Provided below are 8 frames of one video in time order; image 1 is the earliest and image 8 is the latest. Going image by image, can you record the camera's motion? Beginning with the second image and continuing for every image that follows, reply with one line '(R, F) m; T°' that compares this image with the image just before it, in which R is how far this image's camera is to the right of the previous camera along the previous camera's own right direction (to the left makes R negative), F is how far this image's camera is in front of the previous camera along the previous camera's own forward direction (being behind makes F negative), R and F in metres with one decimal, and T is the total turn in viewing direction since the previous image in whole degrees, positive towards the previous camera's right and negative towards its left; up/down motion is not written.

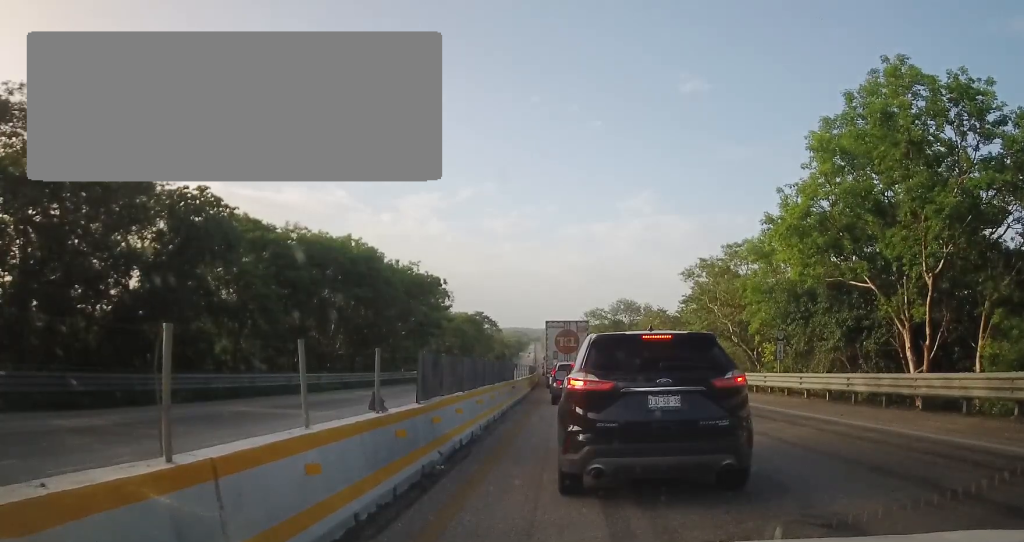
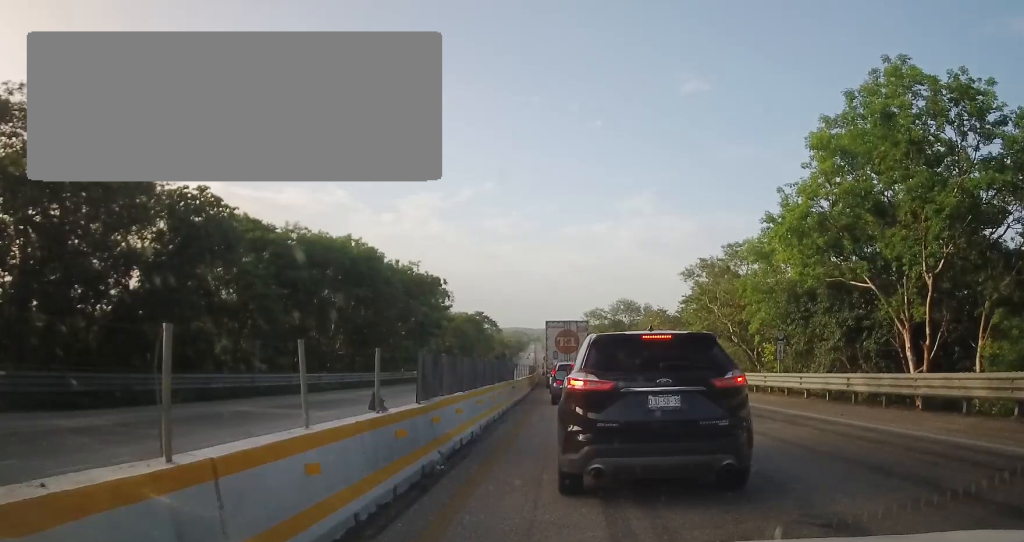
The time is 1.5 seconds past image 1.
(0.0, 0.0) m; 0°
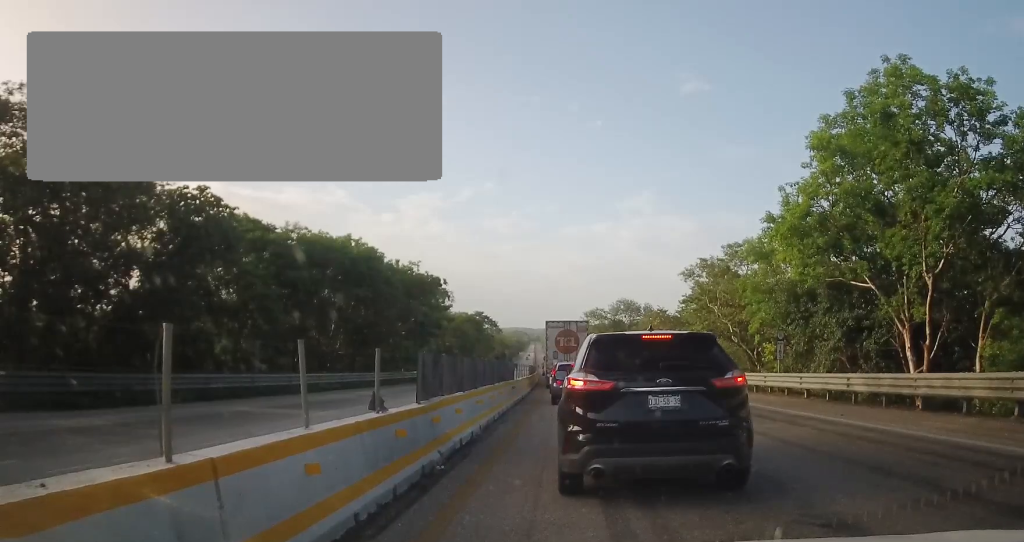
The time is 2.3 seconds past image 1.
(0.0, 0.0) m; 0°
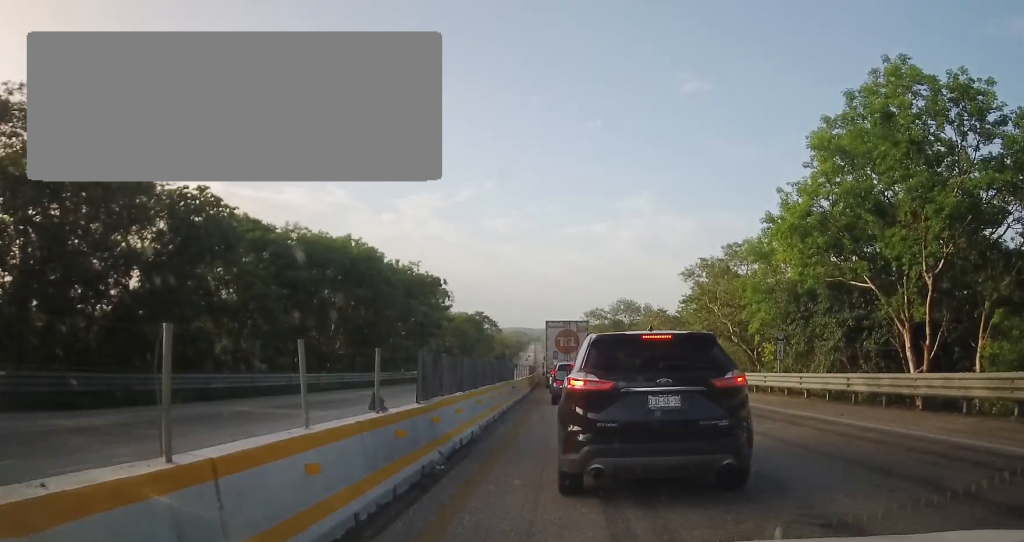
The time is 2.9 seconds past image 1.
(0.0, 0.0) m; 0°
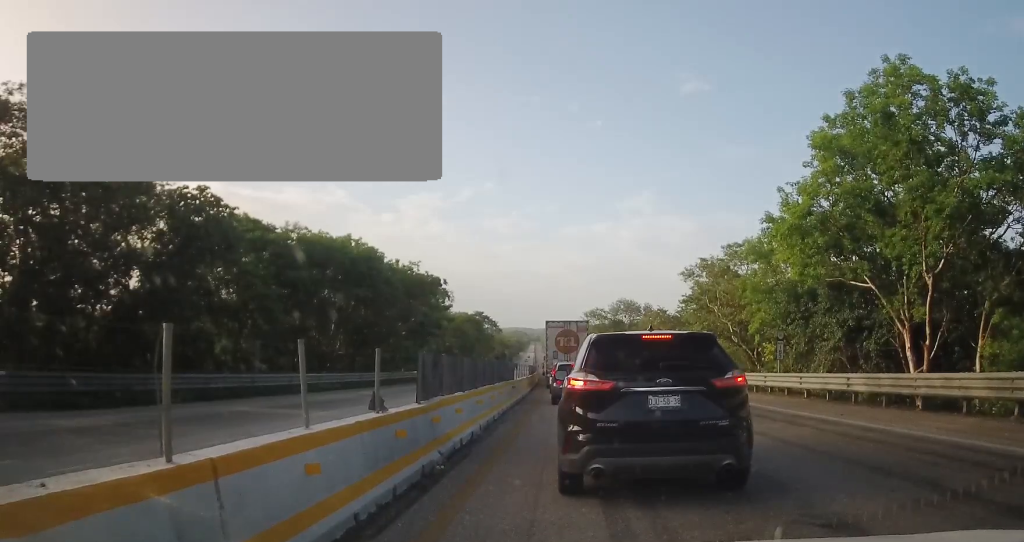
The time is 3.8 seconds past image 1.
(0.0, 0.0) m; 0°
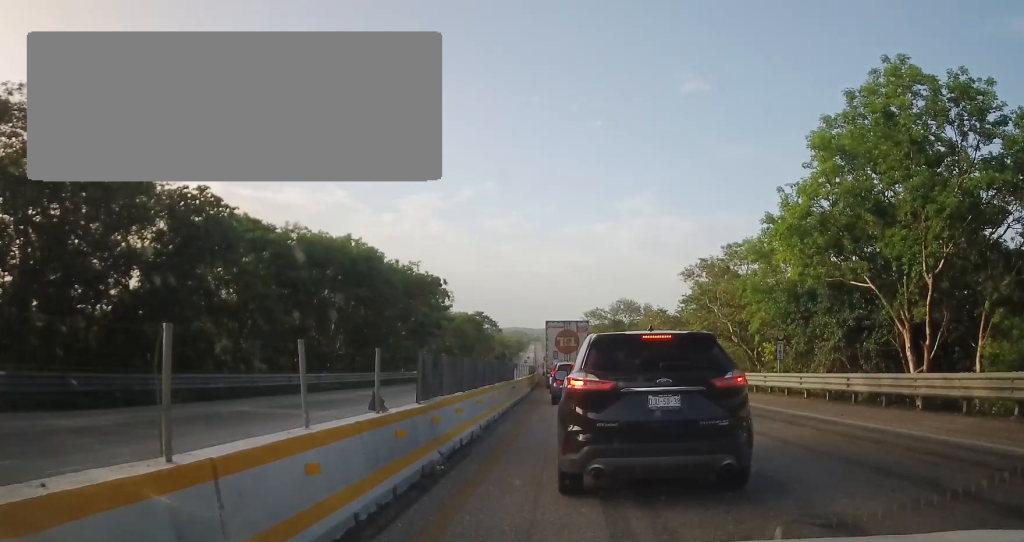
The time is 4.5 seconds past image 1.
(0.0, 0.0) m; 0°
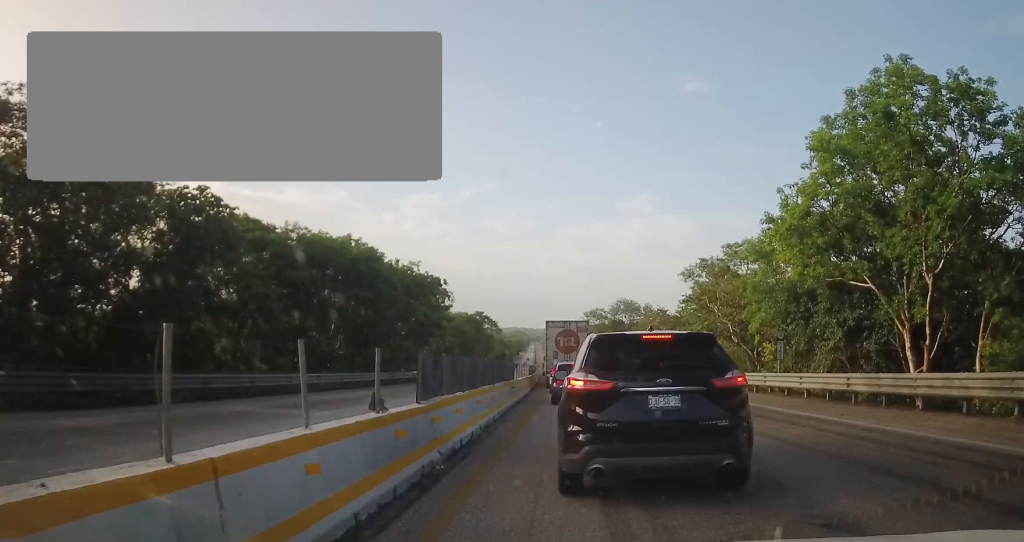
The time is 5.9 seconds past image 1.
(0.0, 0.0) m; 0°
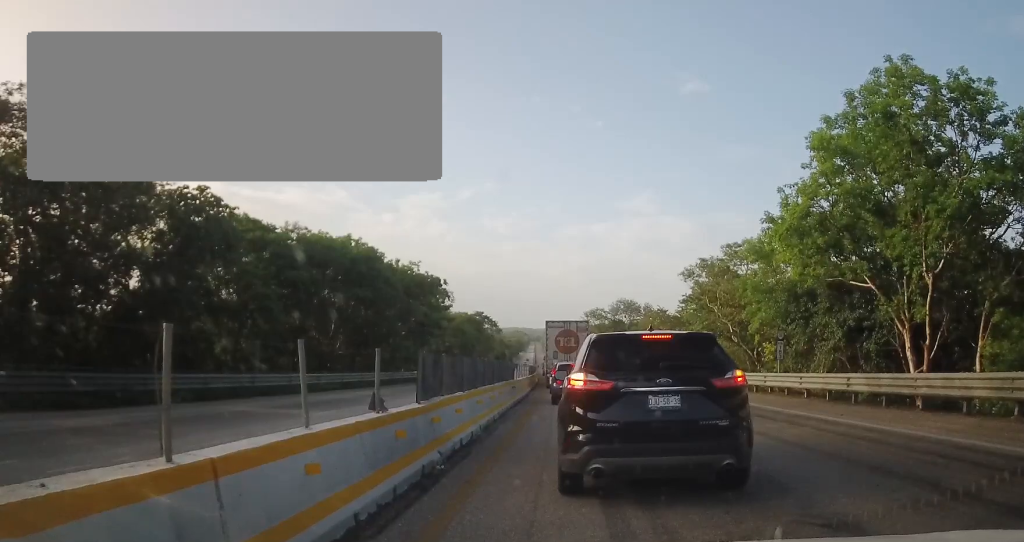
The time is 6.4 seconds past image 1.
(0.0, 0.0) m; 0°
